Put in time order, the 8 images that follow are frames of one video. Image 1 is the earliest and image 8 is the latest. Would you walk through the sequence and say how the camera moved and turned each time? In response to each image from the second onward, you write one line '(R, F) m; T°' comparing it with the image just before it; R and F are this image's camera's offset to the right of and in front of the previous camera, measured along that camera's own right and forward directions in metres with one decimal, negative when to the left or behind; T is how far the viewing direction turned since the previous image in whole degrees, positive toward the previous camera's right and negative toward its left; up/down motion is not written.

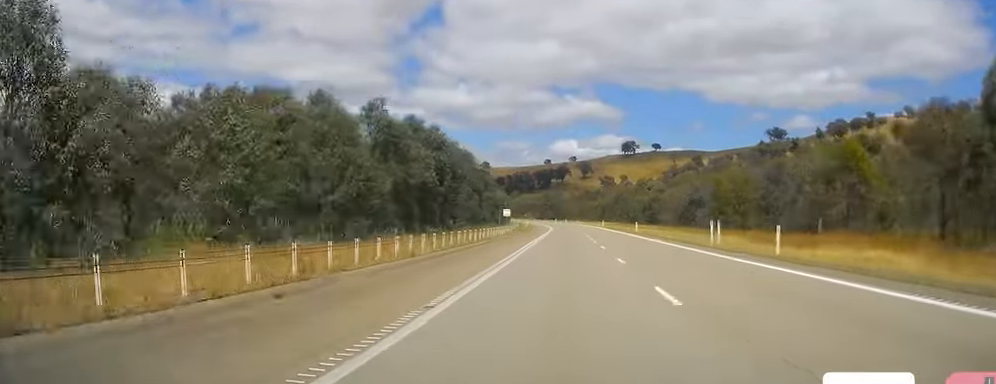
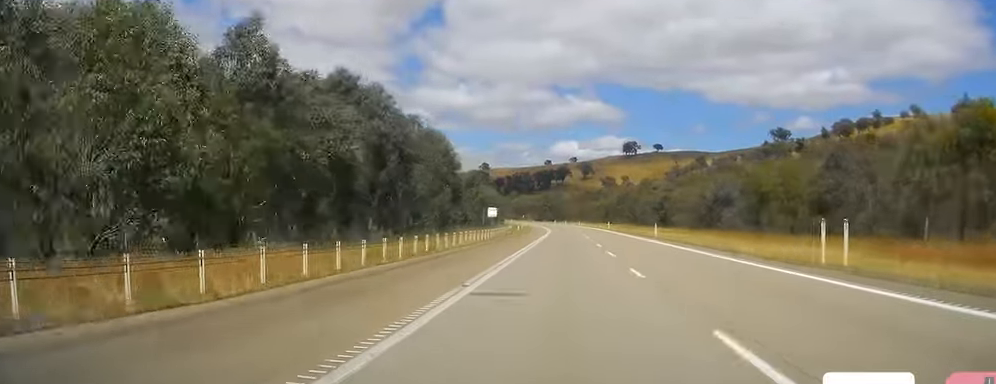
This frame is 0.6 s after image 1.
(+0.6, +16.6) m; +1°
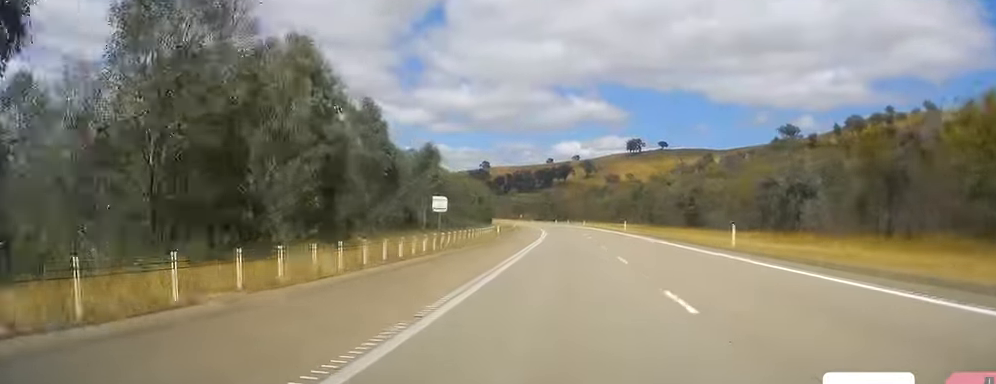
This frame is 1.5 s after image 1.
(-0.4, +28.3) m; 0°
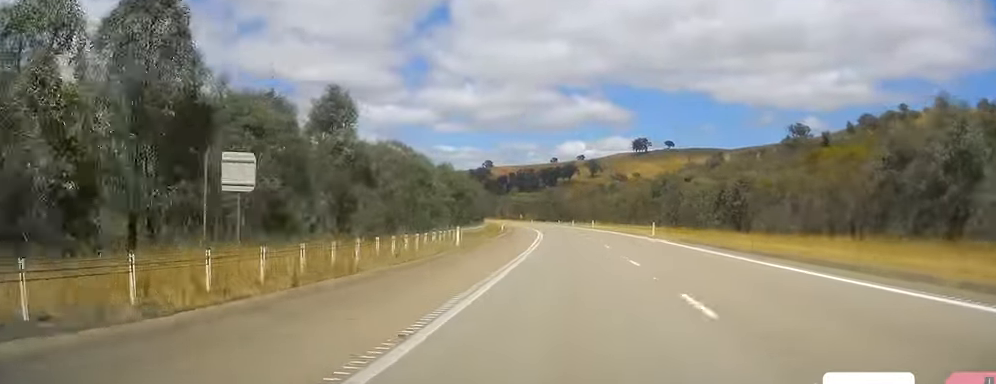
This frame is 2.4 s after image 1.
(+0.3, +24.3) m; 0°
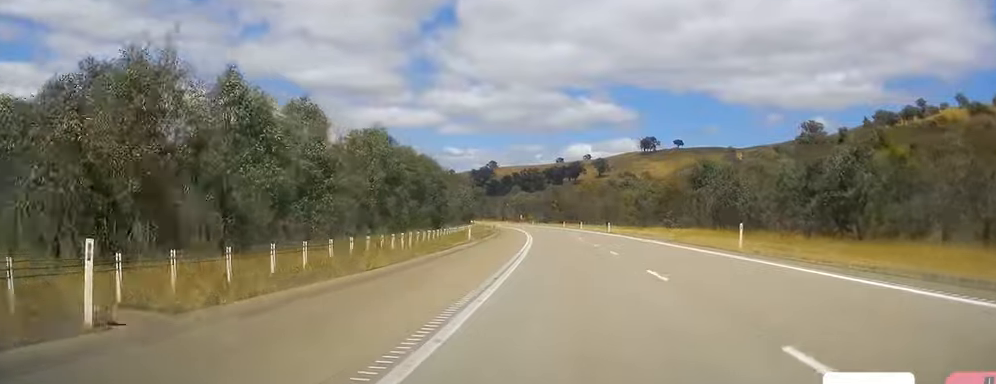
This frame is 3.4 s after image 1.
(-0.4, +29.1) m; -1°
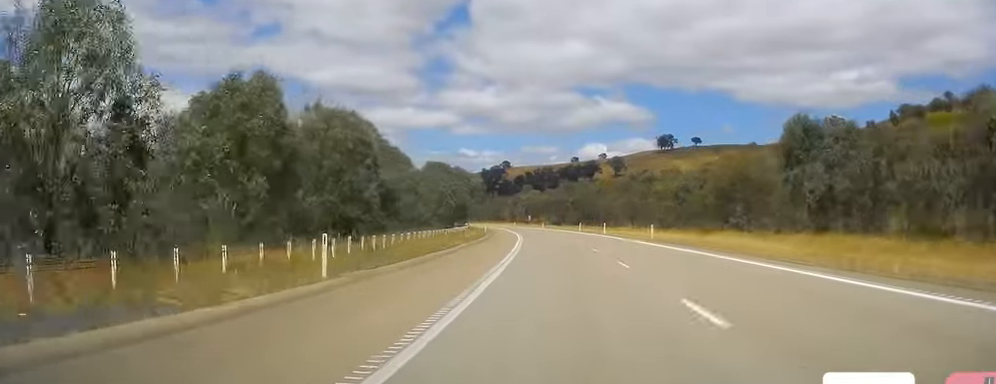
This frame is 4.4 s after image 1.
(0.0, +30.1) m; 0°
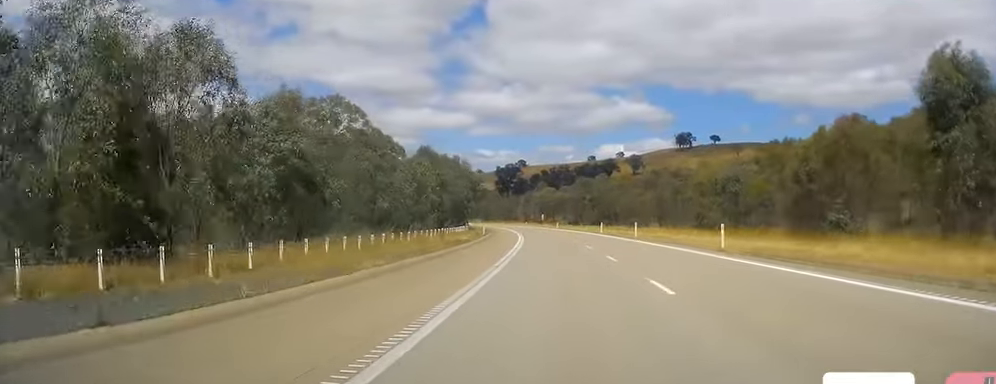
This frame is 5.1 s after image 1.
(-0.1, +19.4) m; -1°
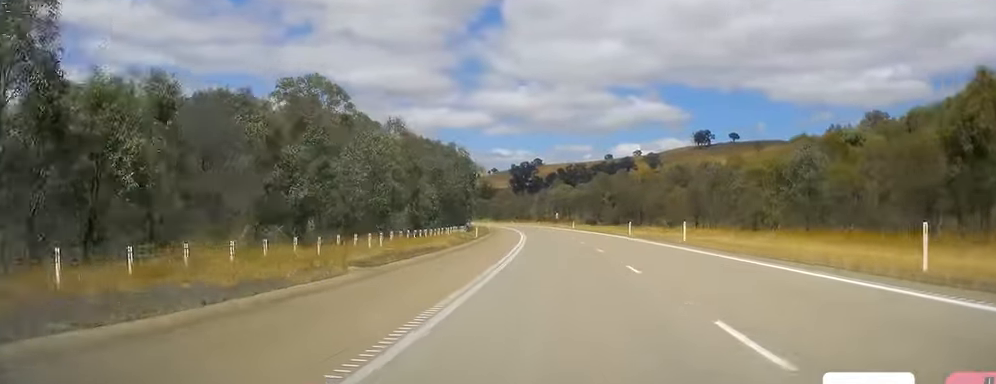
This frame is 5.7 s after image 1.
(-0.1, +18.4) m; -1°
